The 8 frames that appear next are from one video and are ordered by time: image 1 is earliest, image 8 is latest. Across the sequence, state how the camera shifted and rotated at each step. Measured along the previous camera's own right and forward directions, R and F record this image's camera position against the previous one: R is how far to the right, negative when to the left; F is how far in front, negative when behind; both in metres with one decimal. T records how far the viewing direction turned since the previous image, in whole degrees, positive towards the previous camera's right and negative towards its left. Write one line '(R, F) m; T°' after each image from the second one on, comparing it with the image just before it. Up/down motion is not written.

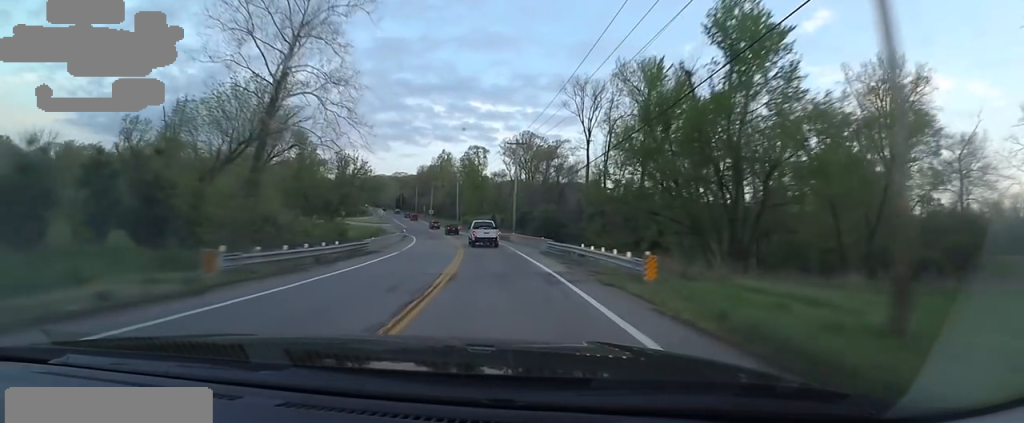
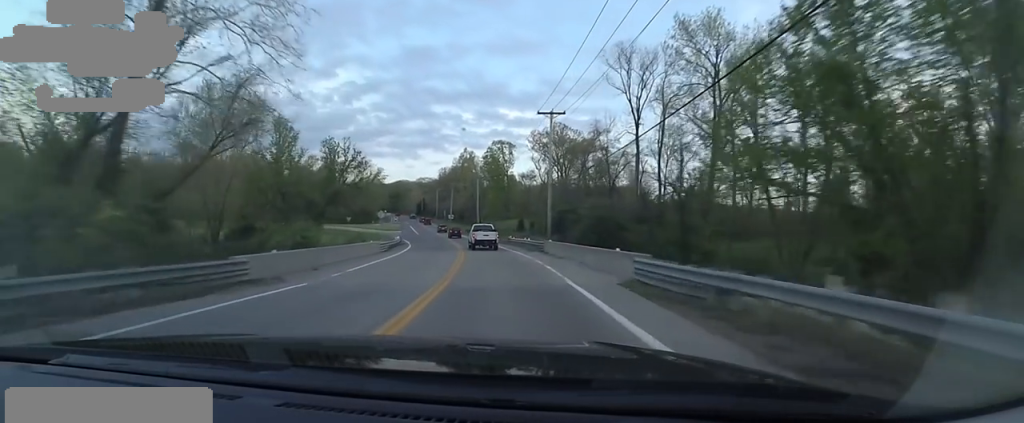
(-0.7, +16.4) m; -4°
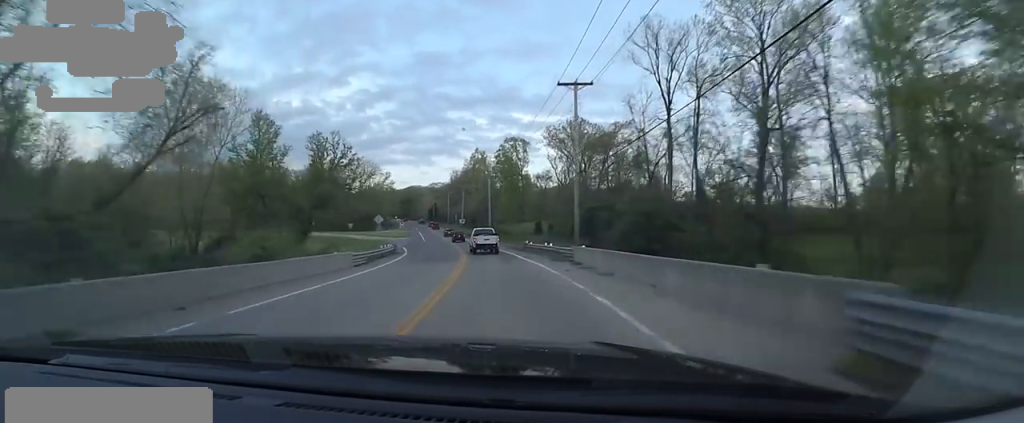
(-0.1, +8.5) m; -2°
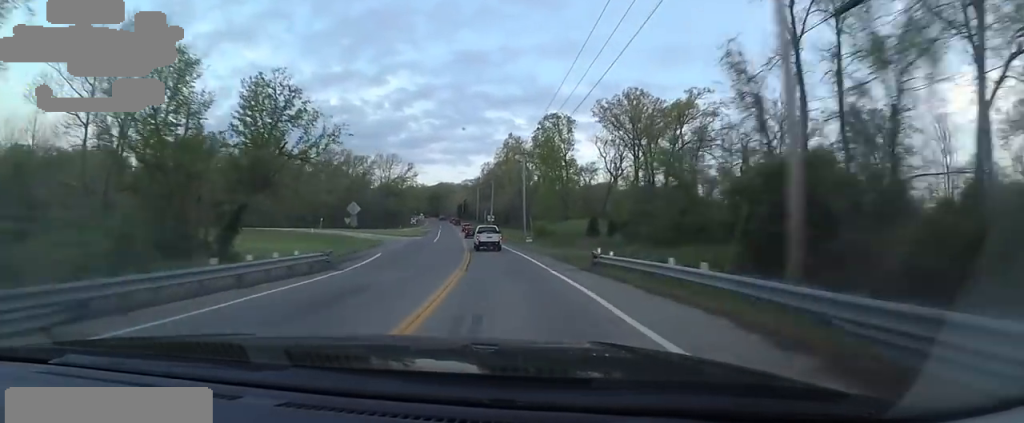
(-1.1, +21.2) m; -4°
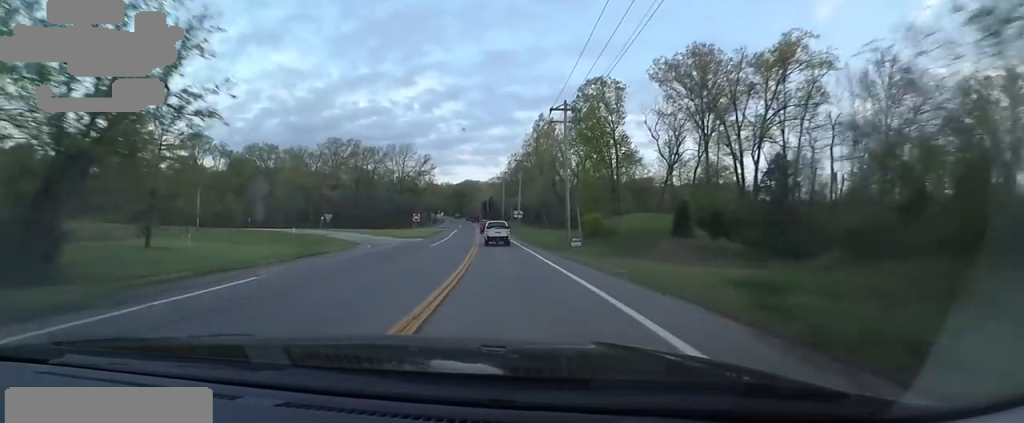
(-0.2, +19.4) m; -2°
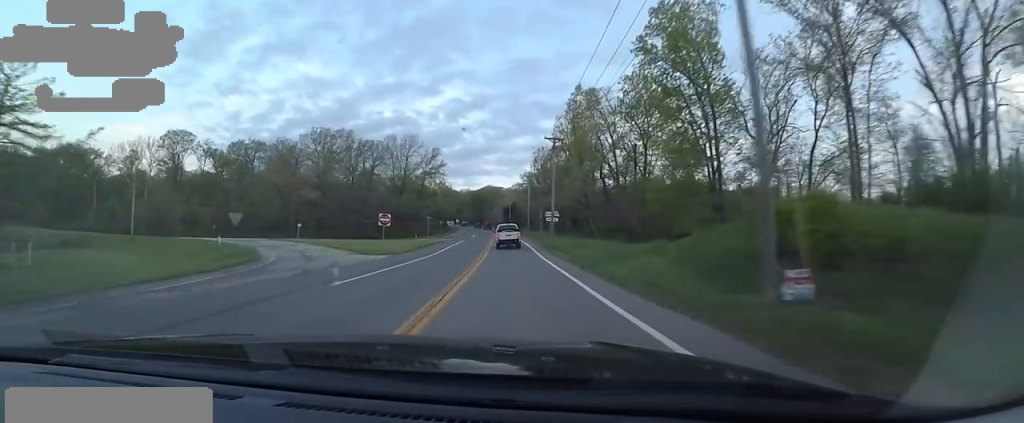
(-1.2, +25.0) m; -6°
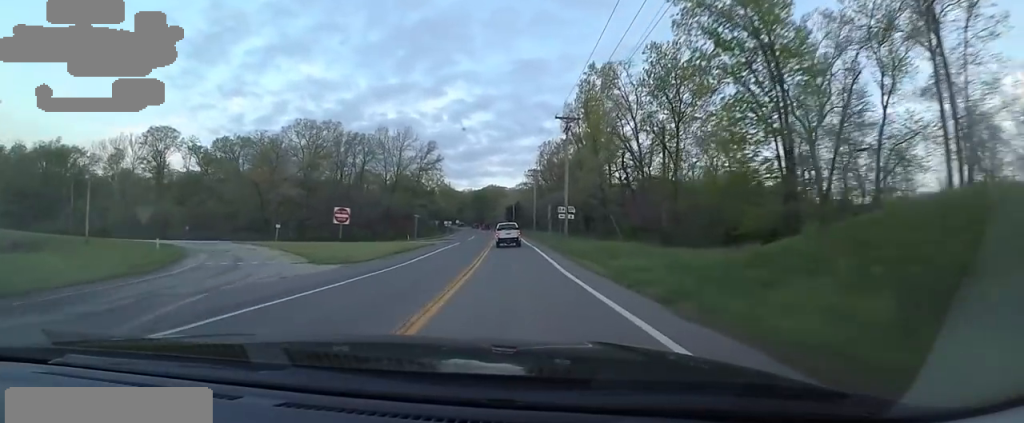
(-0.9, +10.0) m; 0°
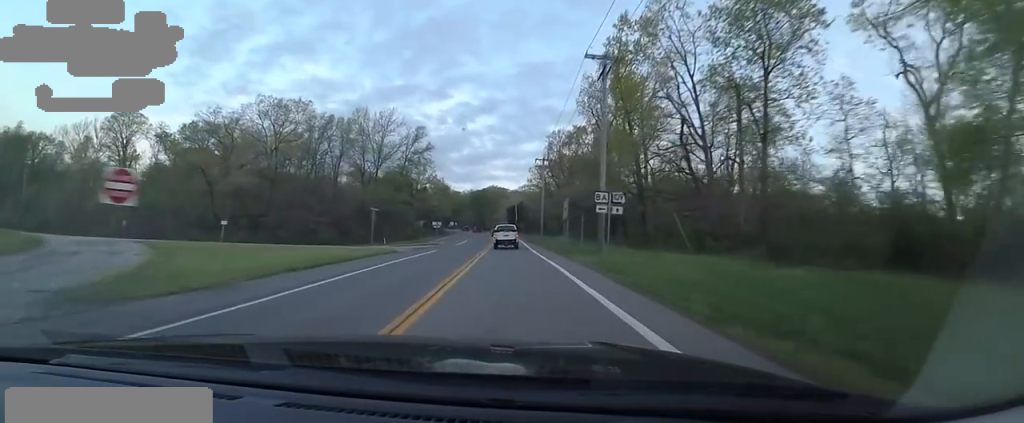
(+0.3, +17.0) m; 0°
